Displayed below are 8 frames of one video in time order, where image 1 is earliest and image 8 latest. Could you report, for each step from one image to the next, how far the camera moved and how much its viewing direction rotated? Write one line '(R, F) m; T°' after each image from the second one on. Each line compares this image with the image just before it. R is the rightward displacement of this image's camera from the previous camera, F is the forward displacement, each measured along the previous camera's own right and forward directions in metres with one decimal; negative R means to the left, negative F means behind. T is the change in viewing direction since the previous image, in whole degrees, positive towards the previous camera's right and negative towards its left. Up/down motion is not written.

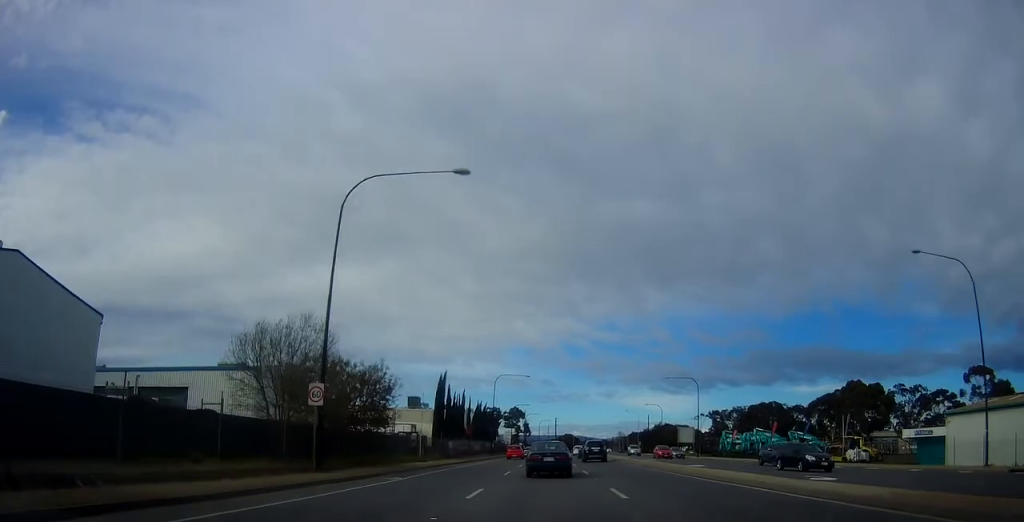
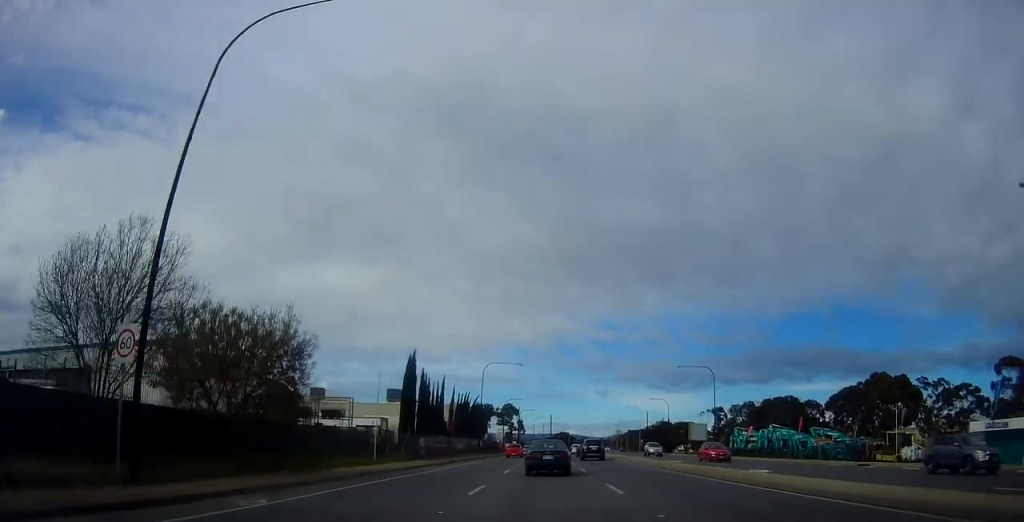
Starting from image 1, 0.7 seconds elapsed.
(0.0, +11.2) m; 0°
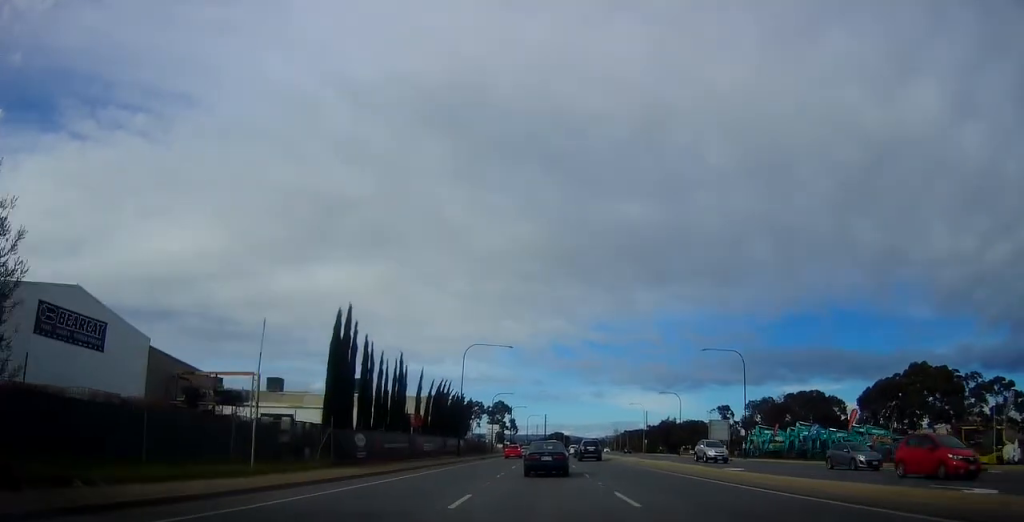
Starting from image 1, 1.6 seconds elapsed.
(0.0, +14.6) m; 0°
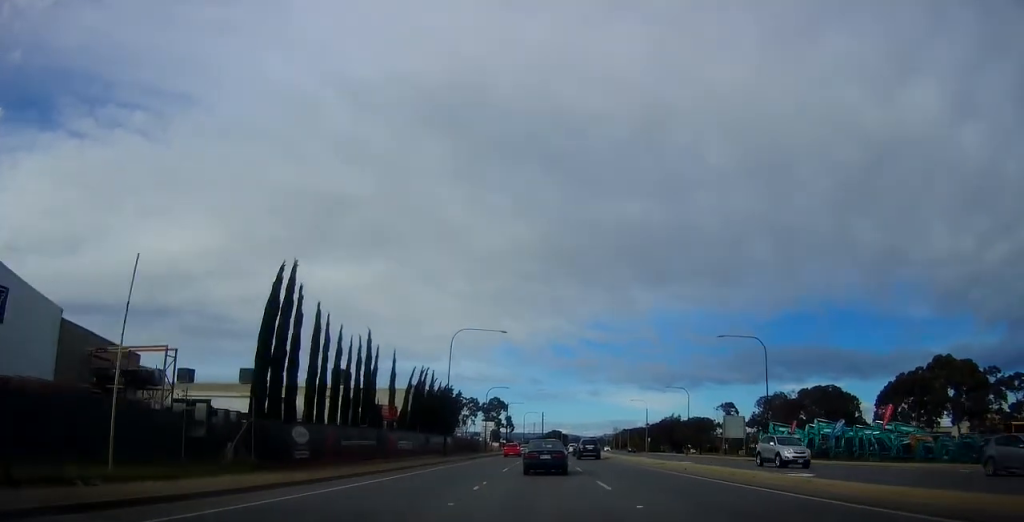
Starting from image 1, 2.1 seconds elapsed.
(0.0, +7.6) m; 0°
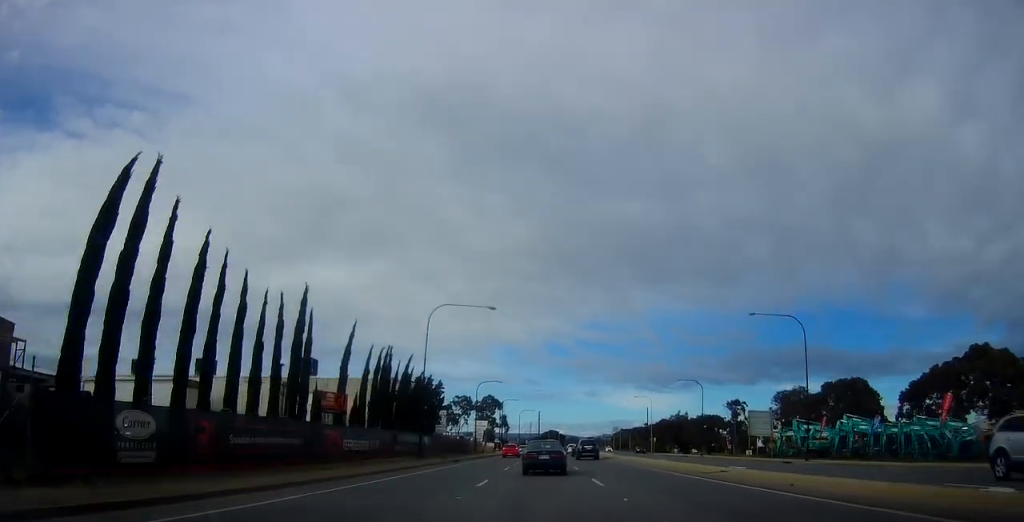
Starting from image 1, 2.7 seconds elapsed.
(0.0, +10.3) m; 0°
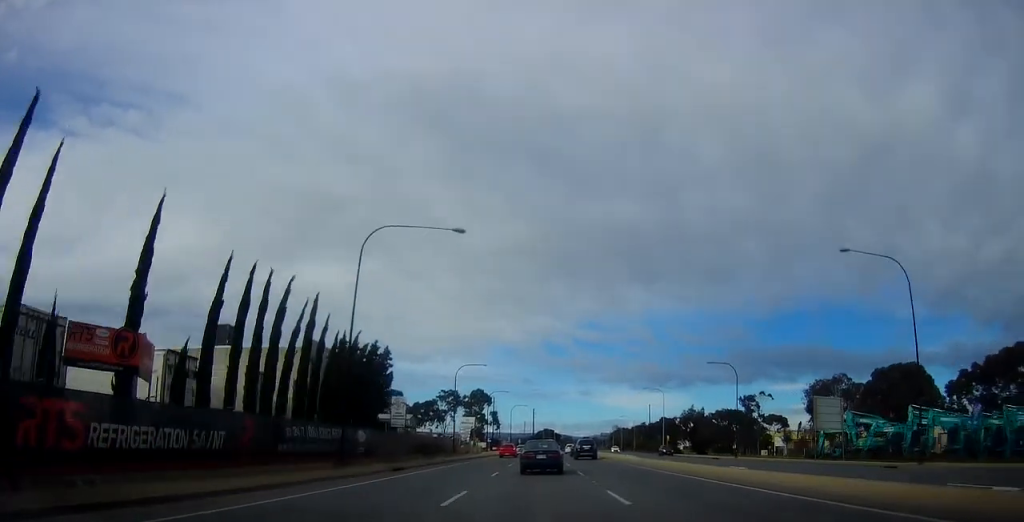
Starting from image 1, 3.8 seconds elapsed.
(0.0, +17.3) m; 0°
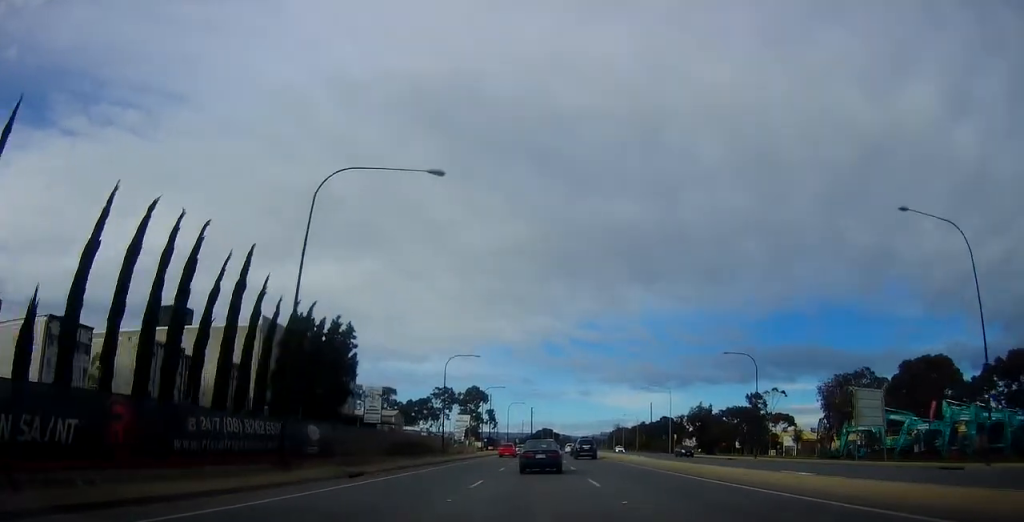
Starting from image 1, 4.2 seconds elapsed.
(0.0, +6.9) m; 0°
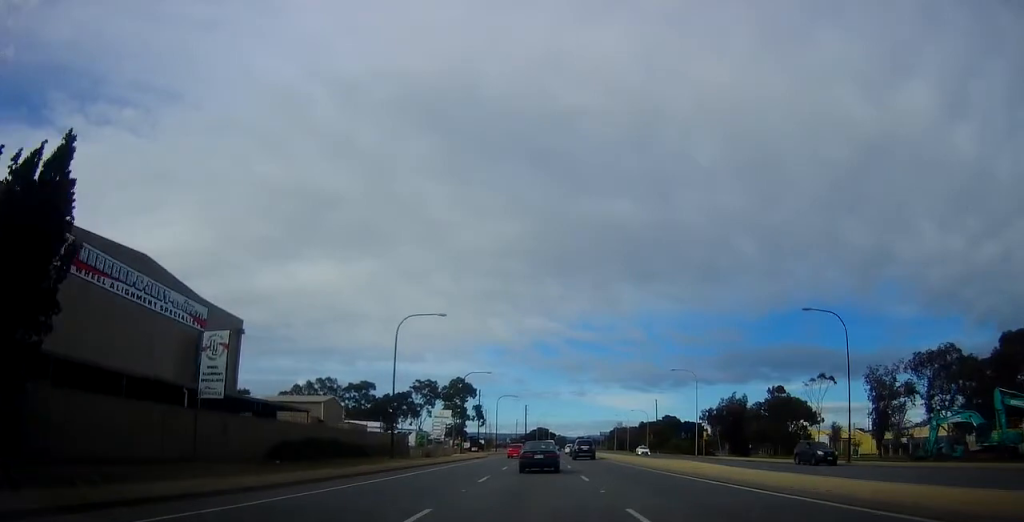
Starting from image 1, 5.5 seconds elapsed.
(0.0, +20.5) m; 0°
